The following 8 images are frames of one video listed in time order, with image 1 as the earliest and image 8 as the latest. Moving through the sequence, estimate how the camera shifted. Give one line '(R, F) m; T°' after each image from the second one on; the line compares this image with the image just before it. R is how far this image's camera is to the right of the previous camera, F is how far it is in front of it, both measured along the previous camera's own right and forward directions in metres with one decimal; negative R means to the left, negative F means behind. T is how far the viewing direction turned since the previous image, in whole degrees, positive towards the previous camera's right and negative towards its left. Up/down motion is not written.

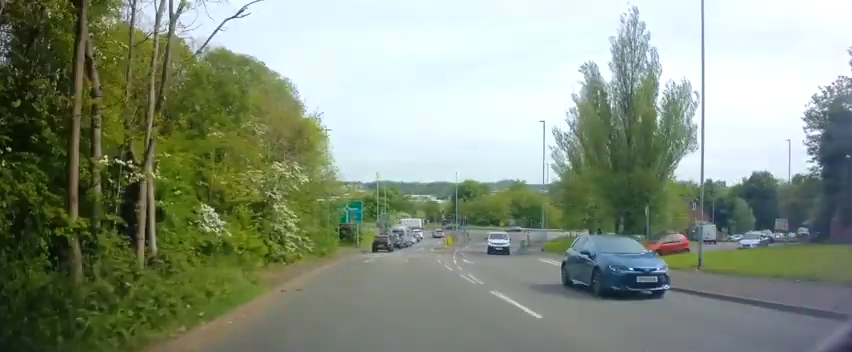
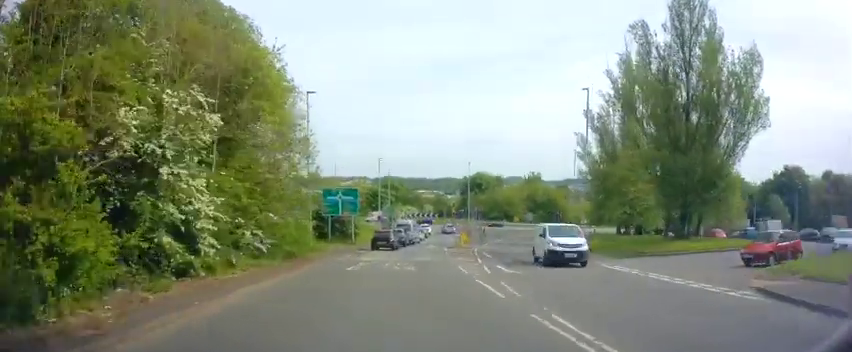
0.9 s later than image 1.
(0.0, +9.6) m; -1°
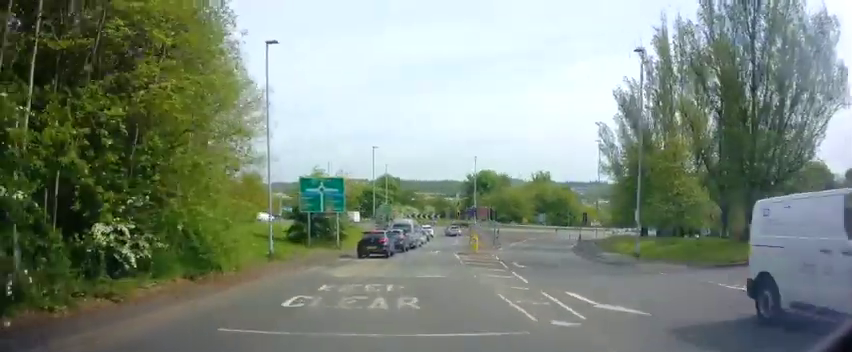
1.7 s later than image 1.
(-0.1, +8.7) m; +1°
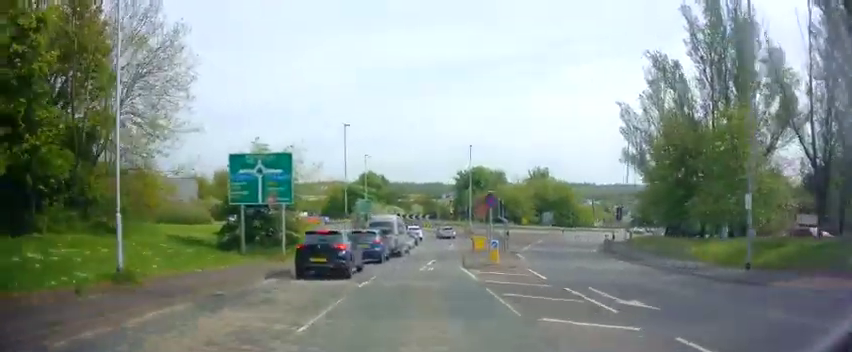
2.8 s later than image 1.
(+0.3, +11.3) m; +3°
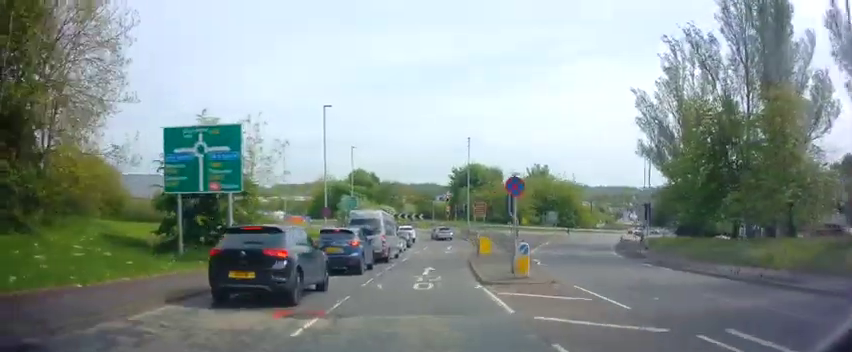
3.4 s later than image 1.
(+0.1, +6.0) m; +1°
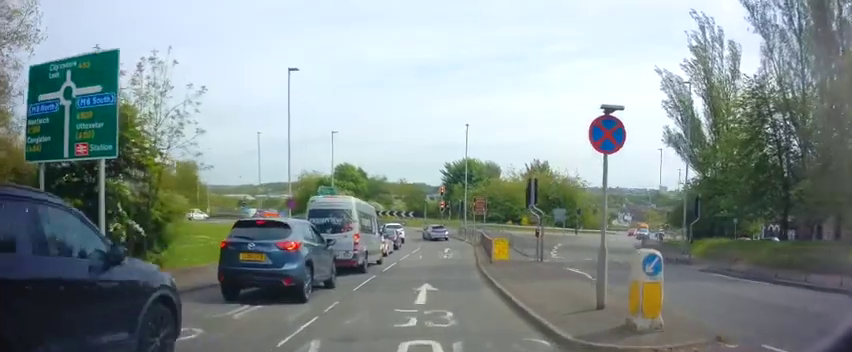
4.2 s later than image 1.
(0.0, +7.5) m; -1°
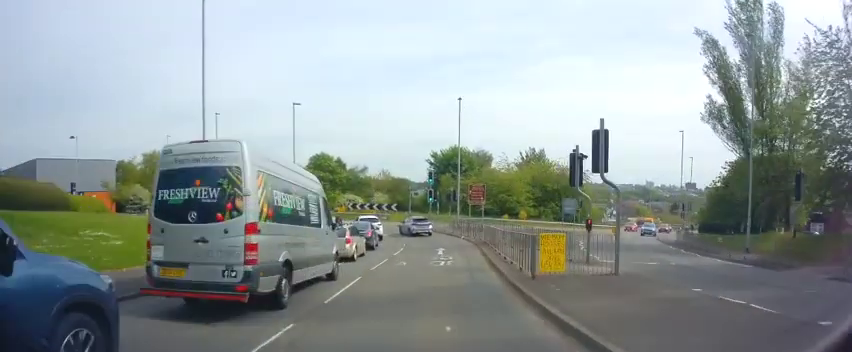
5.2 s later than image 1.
(-0.2, +9.2) m; +5°
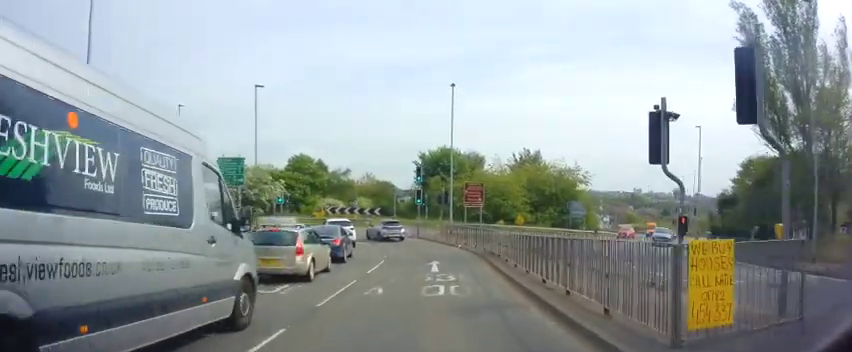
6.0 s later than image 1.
(+0.8, +6.3) m; +2°
